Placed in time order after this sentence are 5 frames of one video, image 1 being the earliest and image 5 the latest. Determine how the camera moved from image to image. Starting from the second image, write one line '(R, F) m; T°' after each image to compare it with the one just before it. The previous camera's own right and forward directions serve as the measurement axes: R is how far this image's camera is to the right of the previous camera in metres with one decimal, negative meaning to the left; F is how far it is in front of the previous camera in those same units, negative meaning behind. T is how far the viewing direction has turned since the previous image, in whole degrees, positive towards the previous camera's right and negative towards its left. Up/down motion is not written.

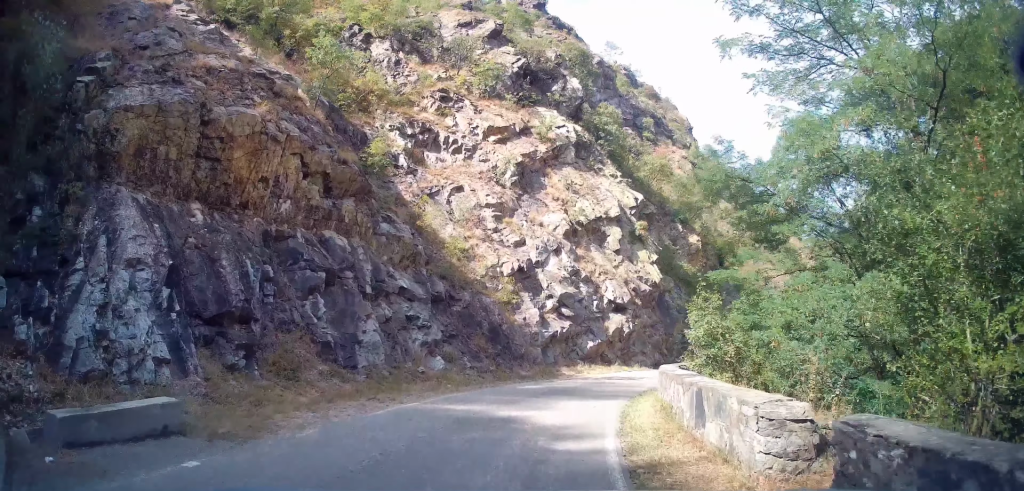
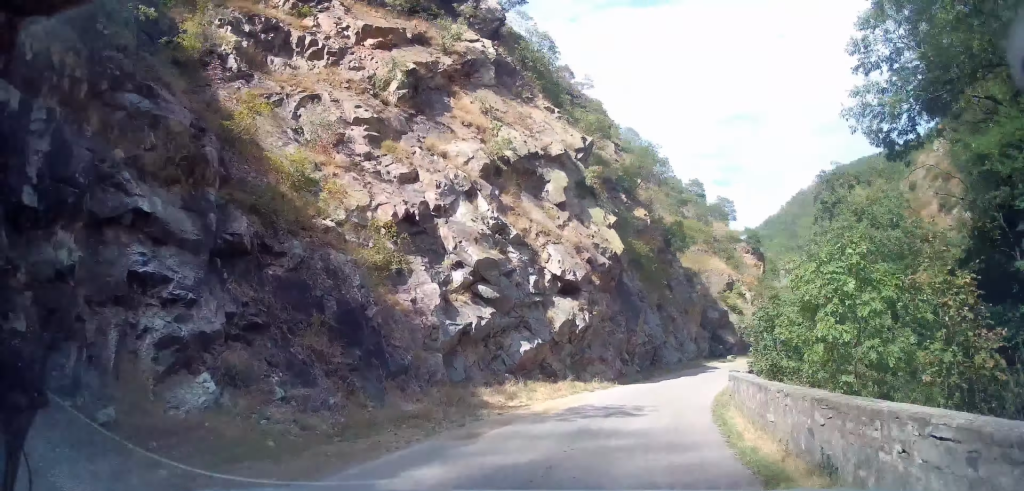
(+1.3, +10.4) m; +17°
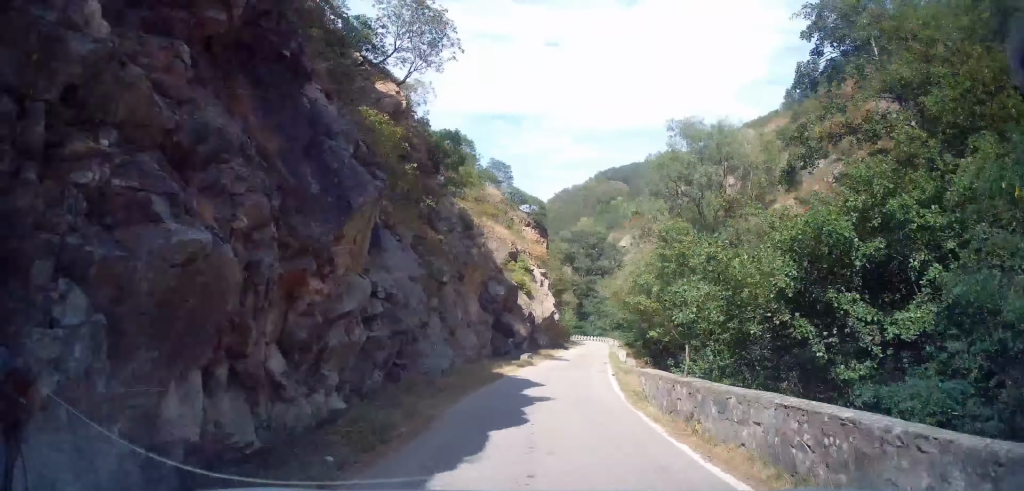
(+2.7, +15.2) m; +21°
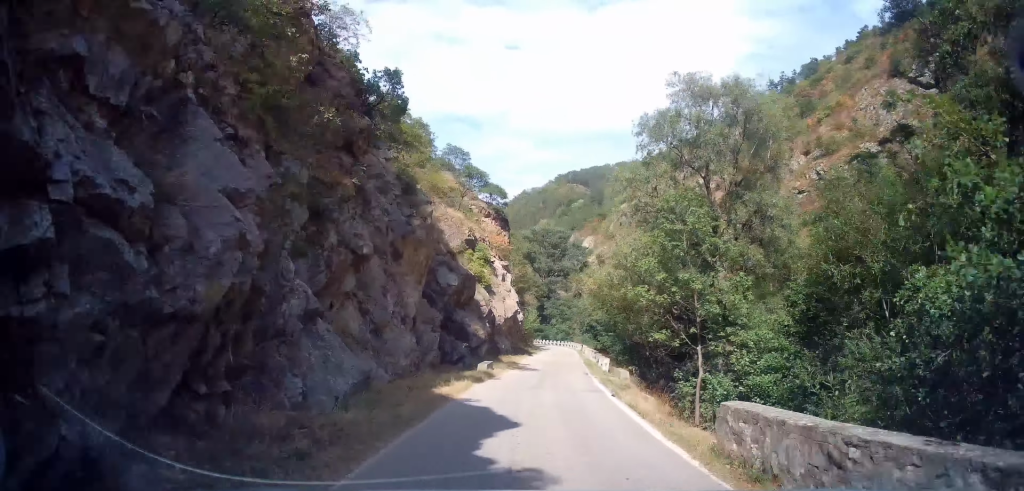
(+0.5, +6.1) m; +6°
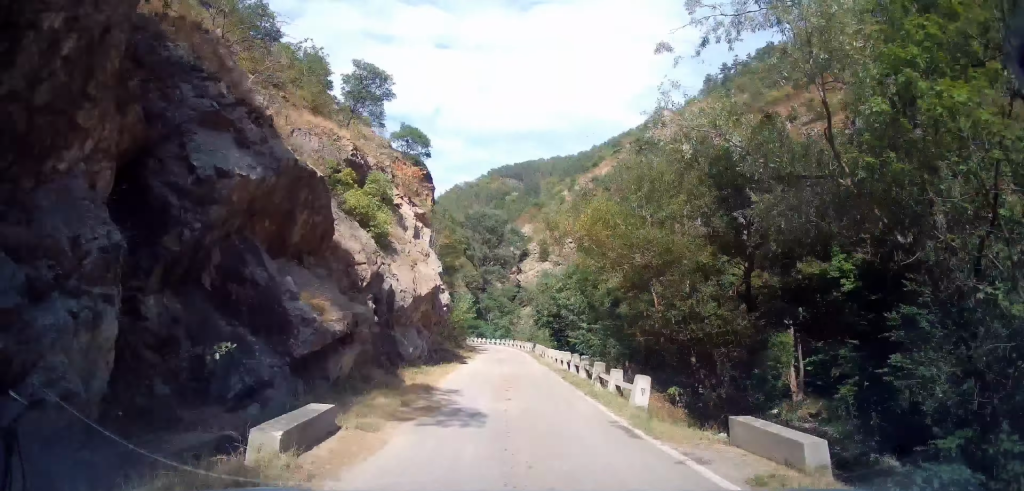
(+1.2, +14.0) m; +6°
